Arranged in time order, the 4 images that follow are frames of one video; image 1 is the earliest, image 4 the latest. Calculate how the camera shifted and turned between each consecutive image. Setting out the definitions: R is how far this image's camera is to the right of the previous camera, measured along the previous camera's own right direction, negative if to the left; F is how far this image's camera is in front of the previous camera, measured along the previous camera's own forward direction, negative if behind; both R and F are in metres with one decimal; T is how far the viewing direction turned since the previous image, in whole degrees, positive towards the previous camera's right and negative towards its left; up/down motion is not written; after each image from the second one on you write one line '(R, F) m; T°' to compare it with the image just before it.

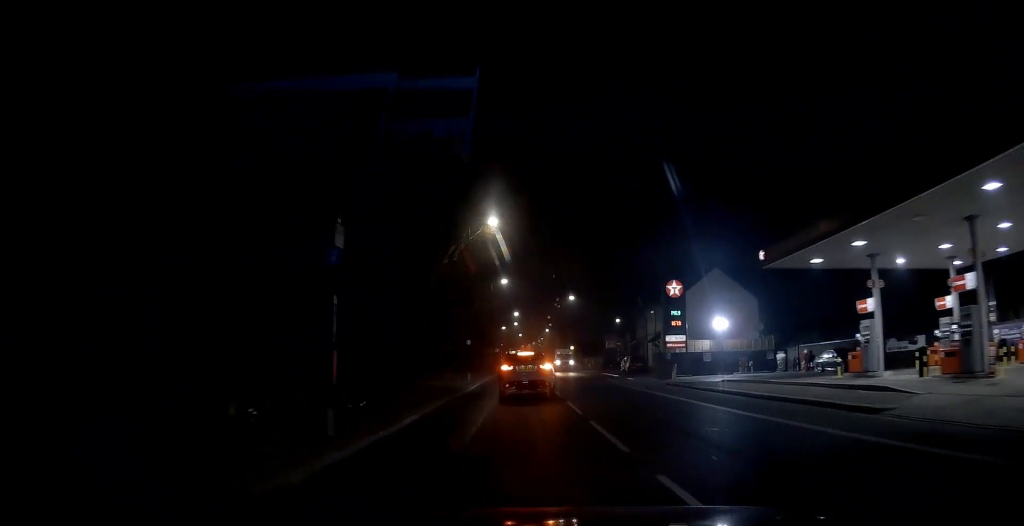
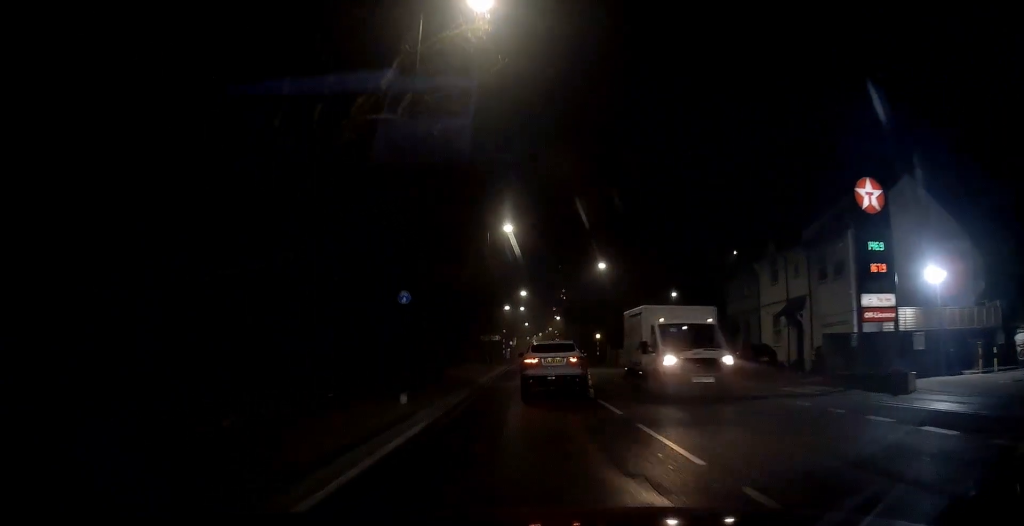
(-0.9, +26.4) m; -2°
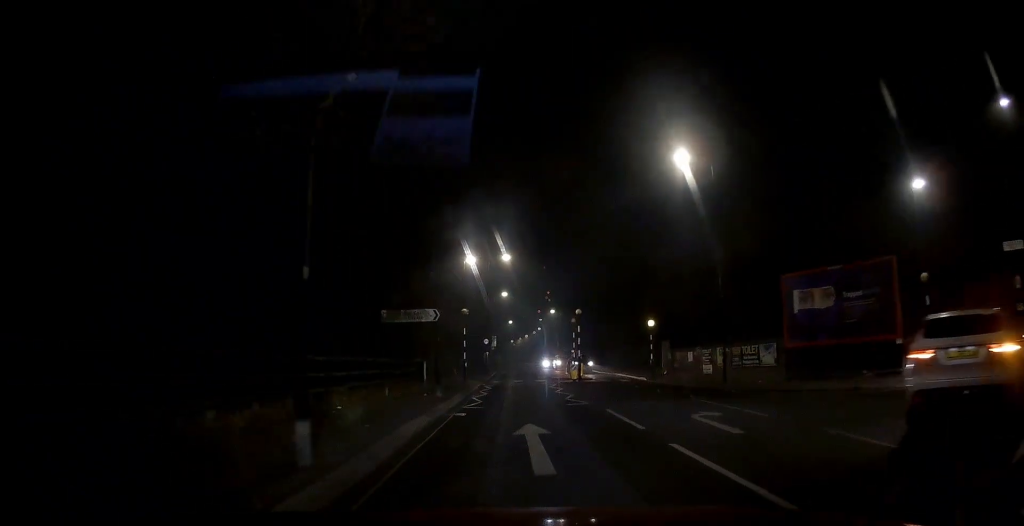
(+1.7, +37.7) m; +3°
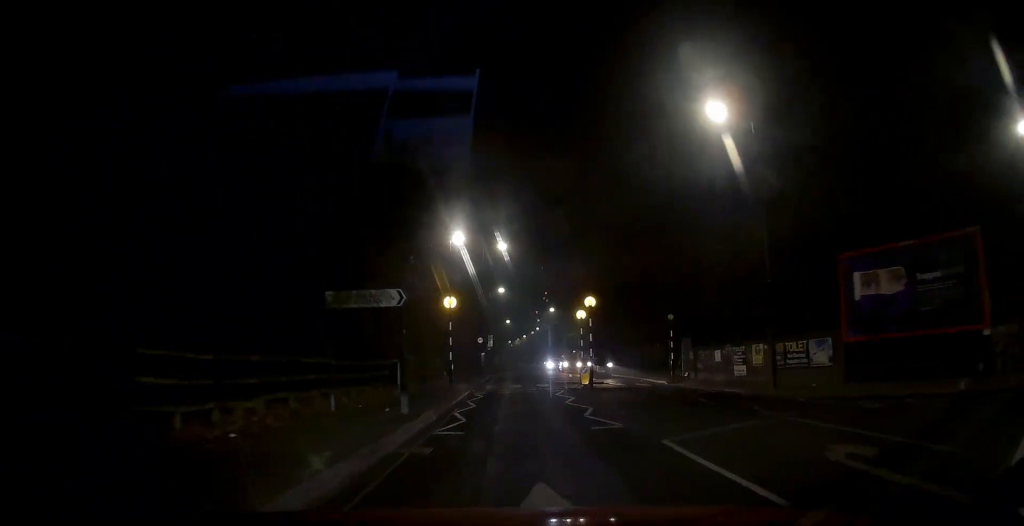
(0.0, +5.3) m; 0°
